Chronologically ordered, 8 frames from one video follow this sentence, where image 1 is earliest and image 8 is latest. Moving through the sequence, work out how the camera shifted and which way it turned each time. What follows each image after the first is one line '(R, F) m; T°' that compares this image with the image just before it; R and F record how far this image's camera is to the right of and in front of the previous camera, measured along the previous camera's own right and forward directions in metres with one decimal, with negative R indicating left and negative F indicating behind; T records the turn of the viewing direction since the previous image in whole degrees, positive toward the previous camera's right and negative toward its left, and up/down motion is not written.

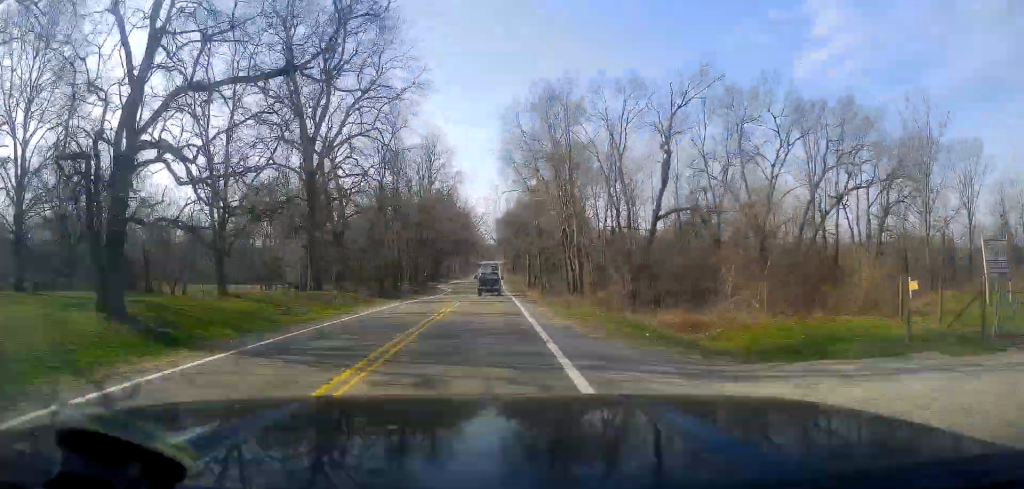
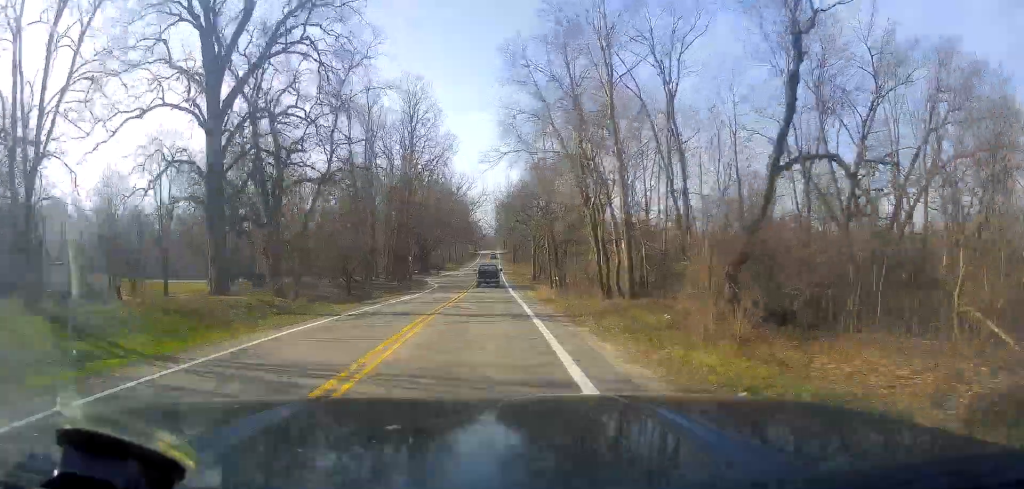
(+0.1, +15.0) m; 0°
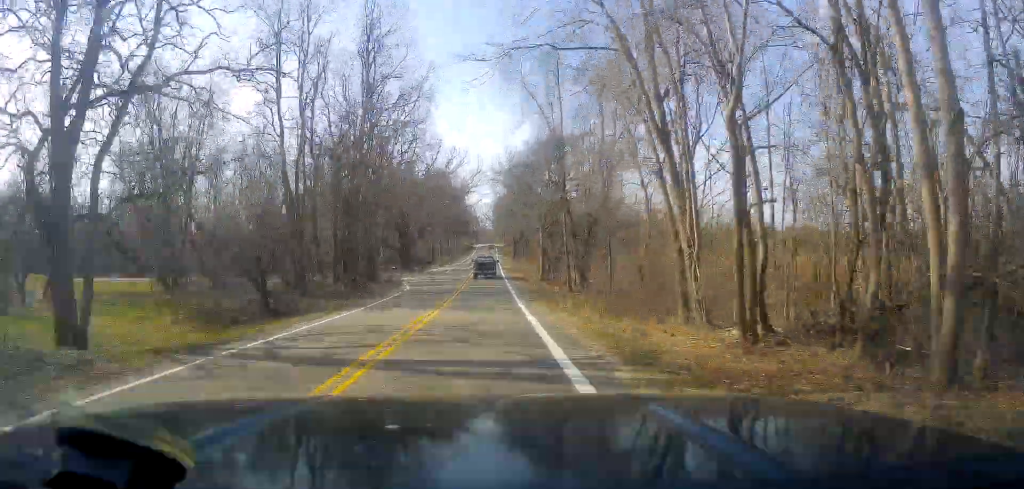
(-0.3, +19.1) m; -1°
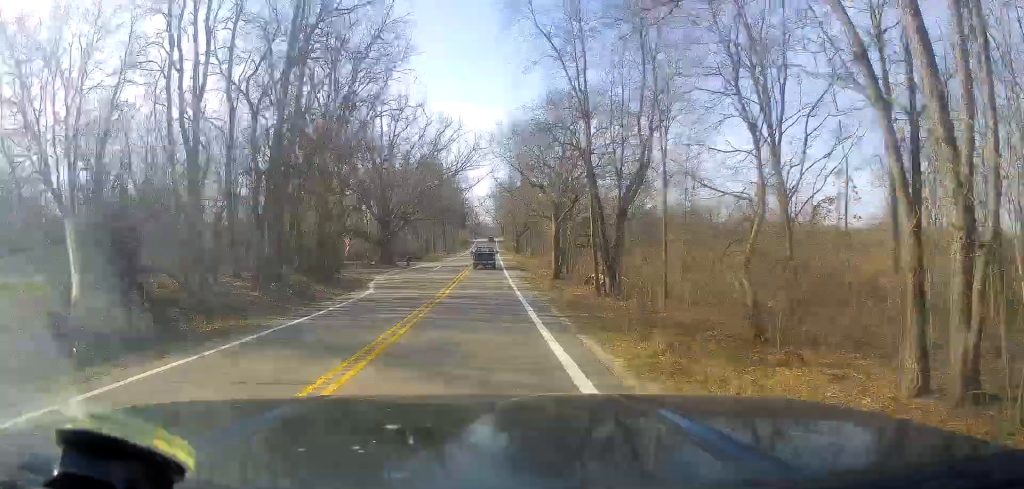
(0.0, +13.7) m; +1°
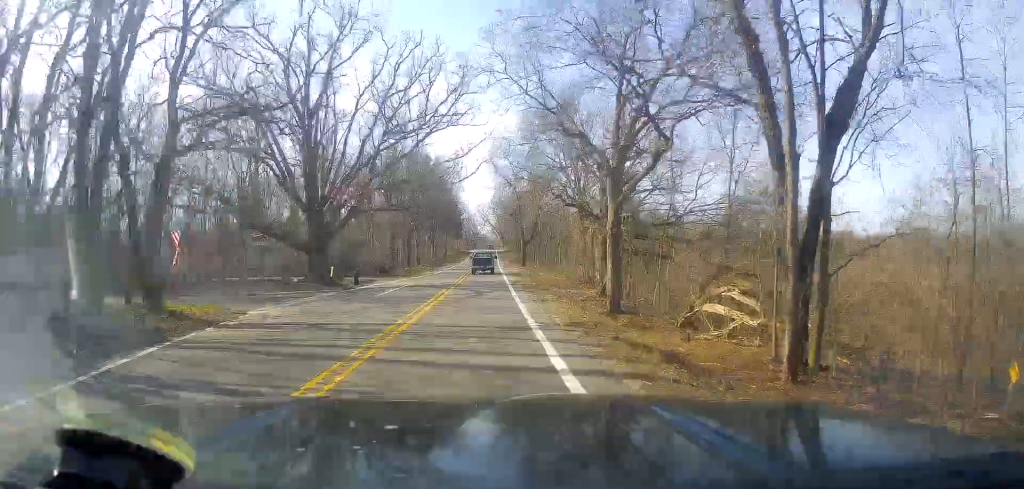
(+0.3, +24.9) m; 0°
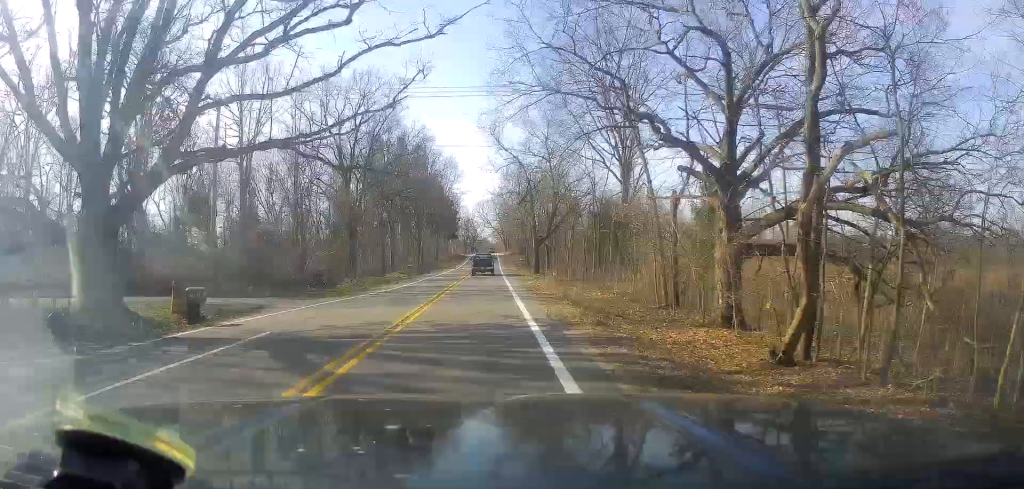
(-0.1, +23.7) m; 0°
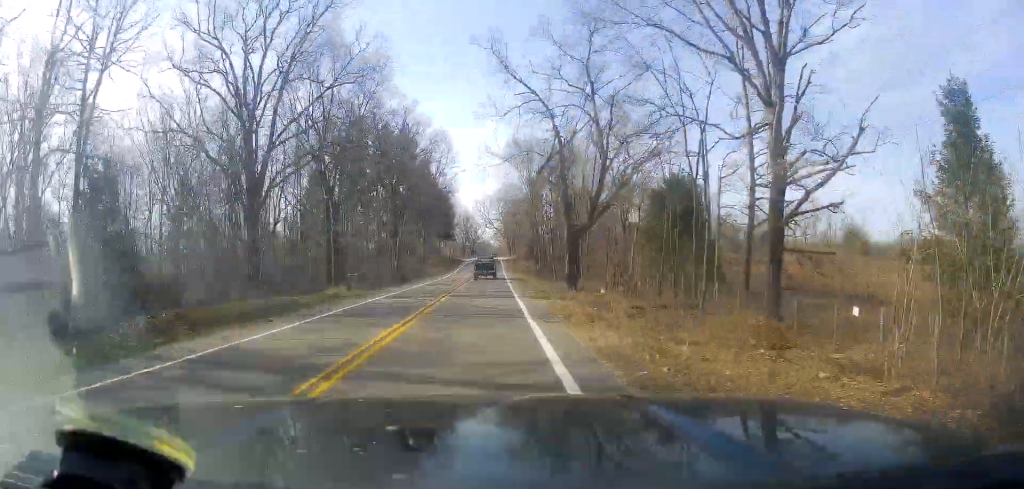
(+0.1, +26.0) m; +1°
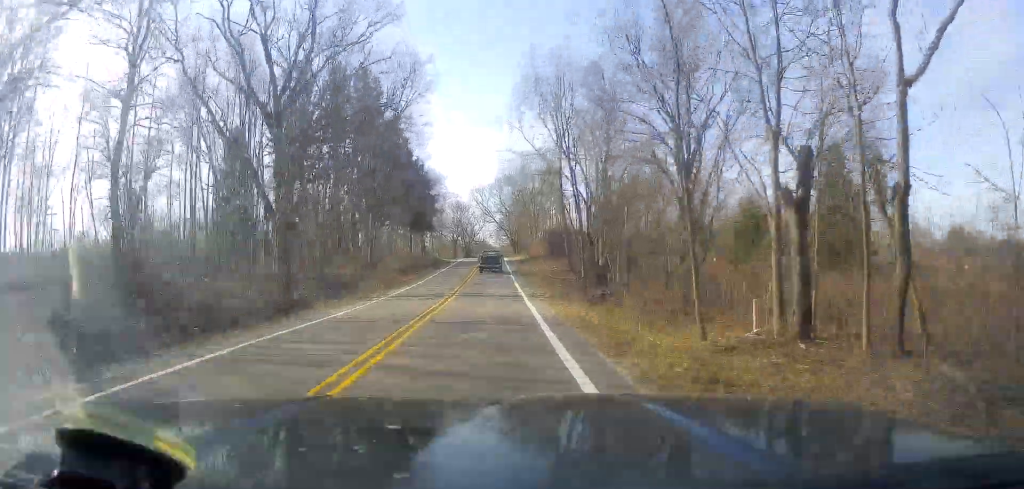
(+0.4, +41.7) m; -1°
